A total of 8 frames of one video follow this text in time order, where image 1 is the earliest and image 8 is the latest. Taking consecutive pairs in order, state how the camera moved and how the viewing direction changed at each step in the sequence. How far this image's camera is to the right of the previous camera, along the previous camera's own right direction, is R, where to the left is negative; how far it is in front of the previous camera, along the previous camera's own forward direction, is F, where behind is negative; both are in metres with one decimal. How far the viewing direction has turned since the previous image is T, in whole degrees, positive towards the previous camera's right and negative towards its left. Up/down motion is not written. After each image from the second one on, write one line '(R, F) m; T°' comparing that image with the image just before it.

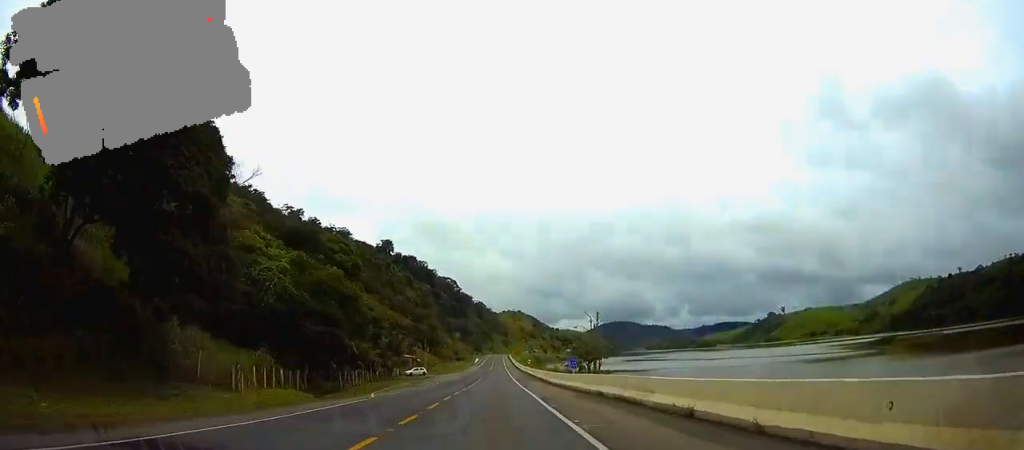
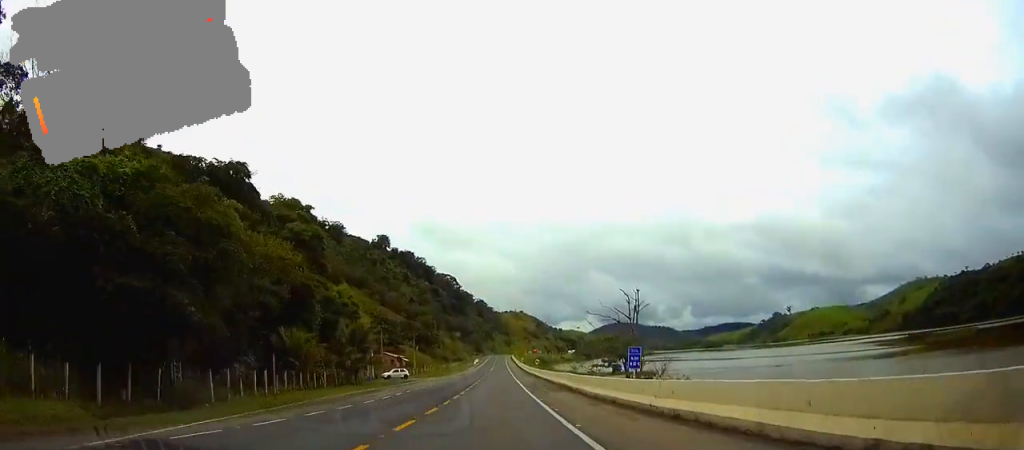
(+0.1, +24.3) m; 0°
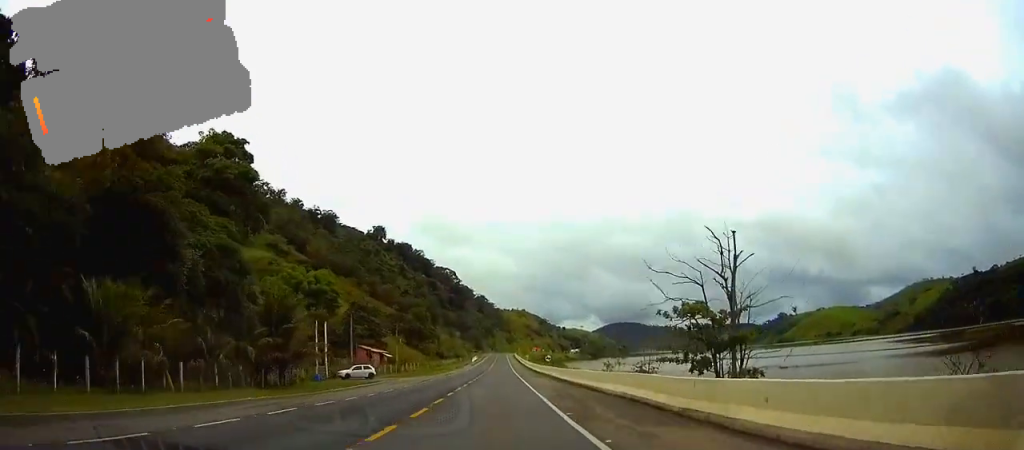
(0.0, +25.7) m; 0°
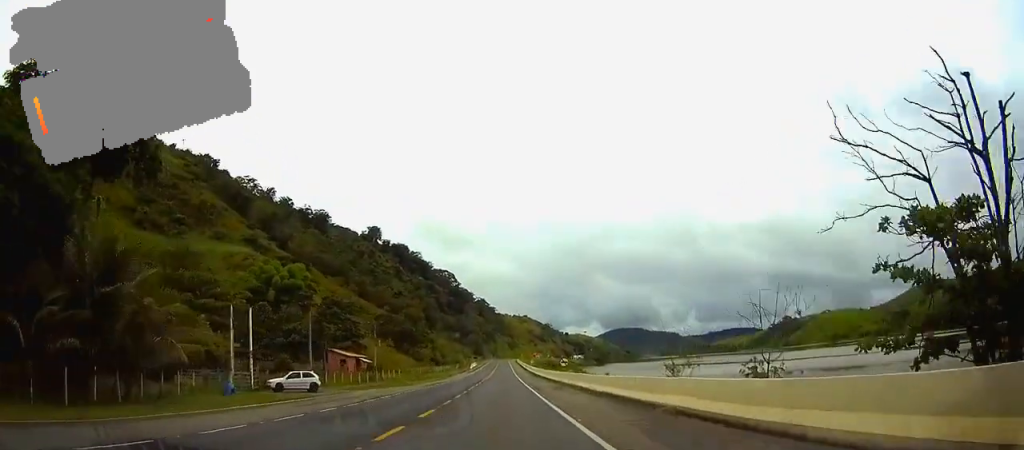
(0.0, +21.5) m; 0°
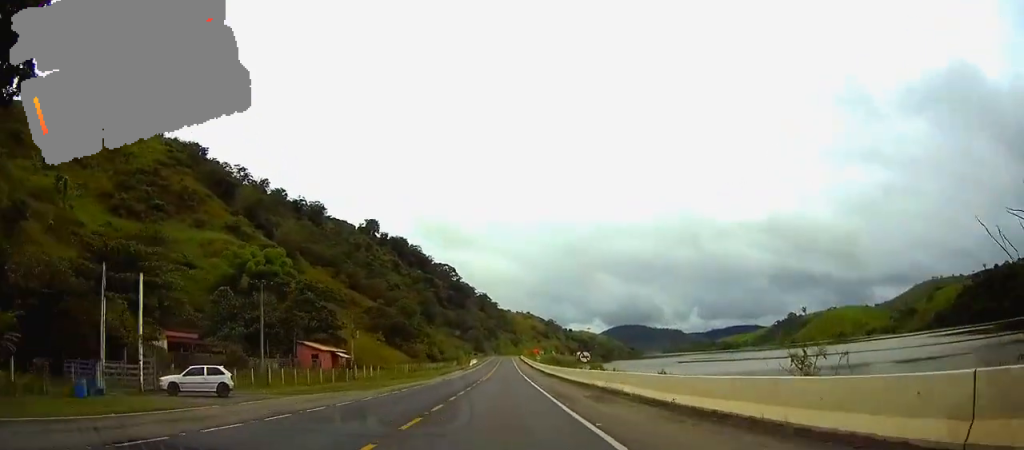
(-0.1, +16.2) m; 0°
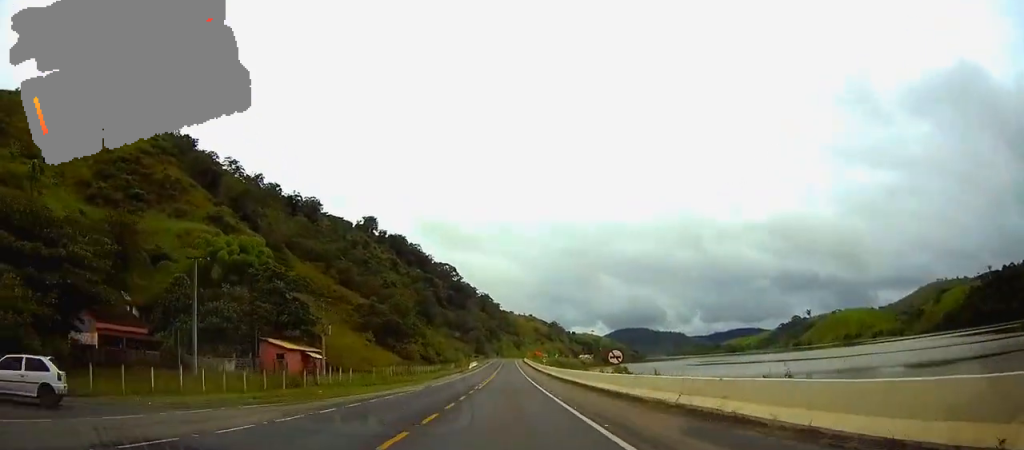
(0.0, +14.0) m; 0°
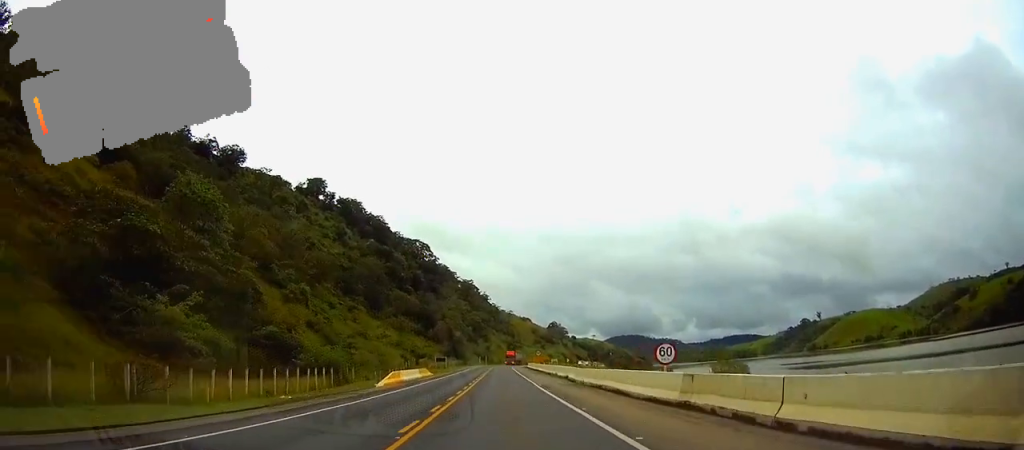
(+0.4, +105.3) m; 0°
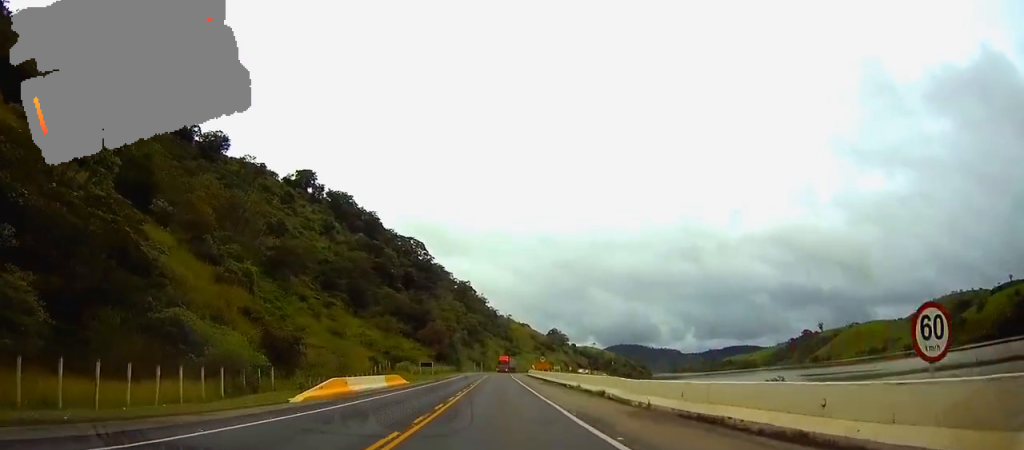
(0.0, +19.8) m; 0°
